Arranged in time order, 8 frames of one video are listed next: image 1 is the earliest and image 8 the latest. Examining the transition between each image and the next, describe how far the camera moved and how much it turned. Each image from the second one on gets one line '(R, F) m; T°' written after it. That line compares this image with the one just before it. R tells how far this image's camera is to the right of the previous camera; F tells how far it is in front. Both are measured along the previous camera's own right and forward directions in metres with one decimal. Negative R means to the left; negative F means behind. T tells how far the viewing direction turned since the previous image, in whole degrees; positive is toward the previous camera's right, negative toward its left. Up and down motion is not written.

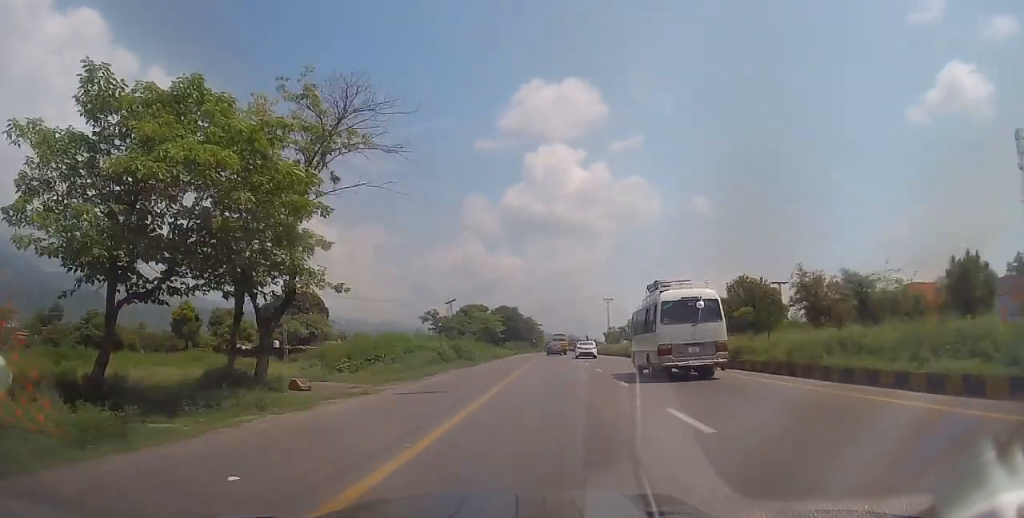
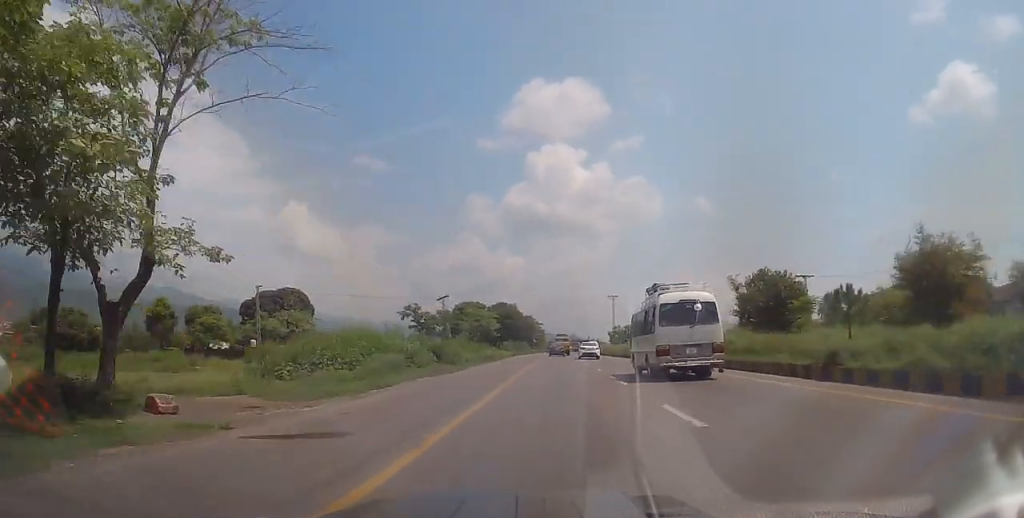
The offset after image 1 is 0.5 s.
(0.0, +8.3) m; 0°
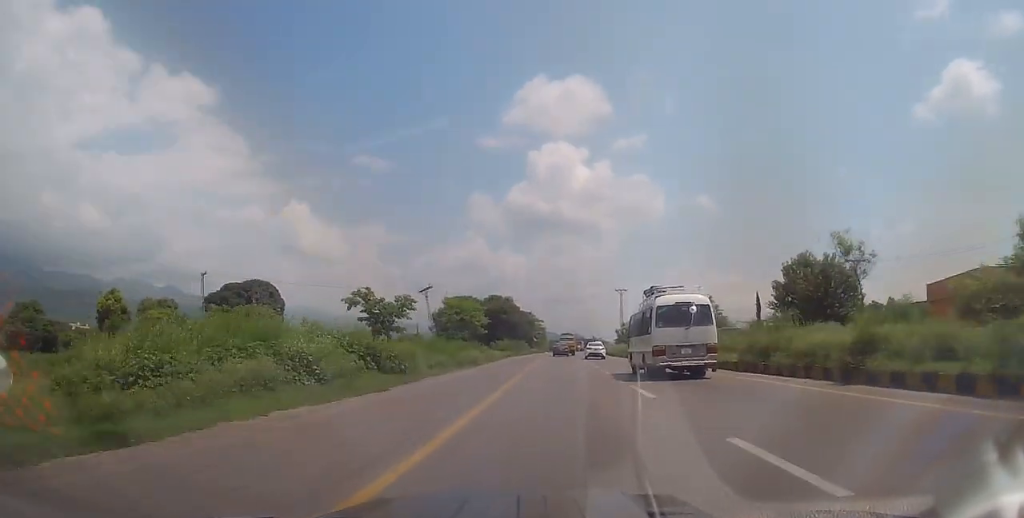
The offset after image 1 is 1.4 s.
(0.0, +13.2) m; 0°
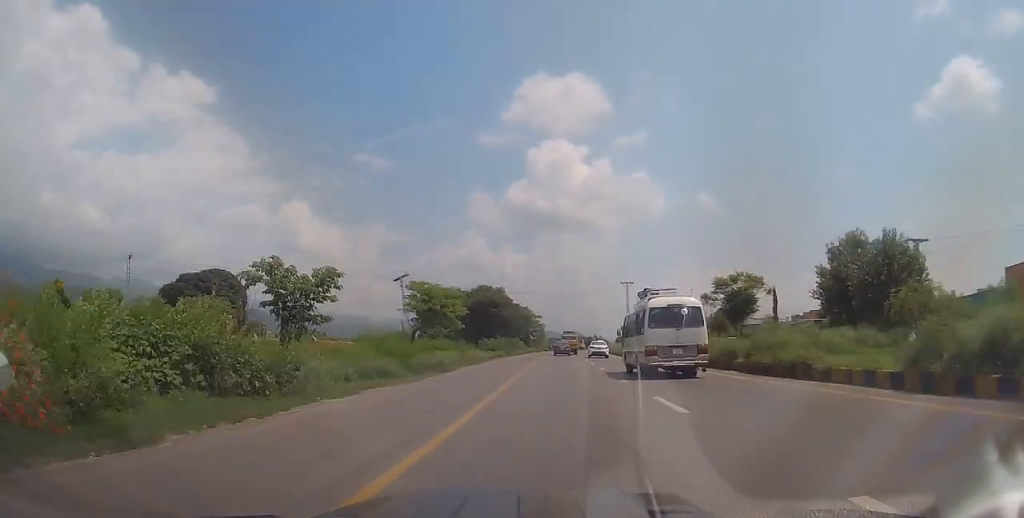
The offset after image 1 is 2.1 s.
(0.0, +12.1) m; 0°
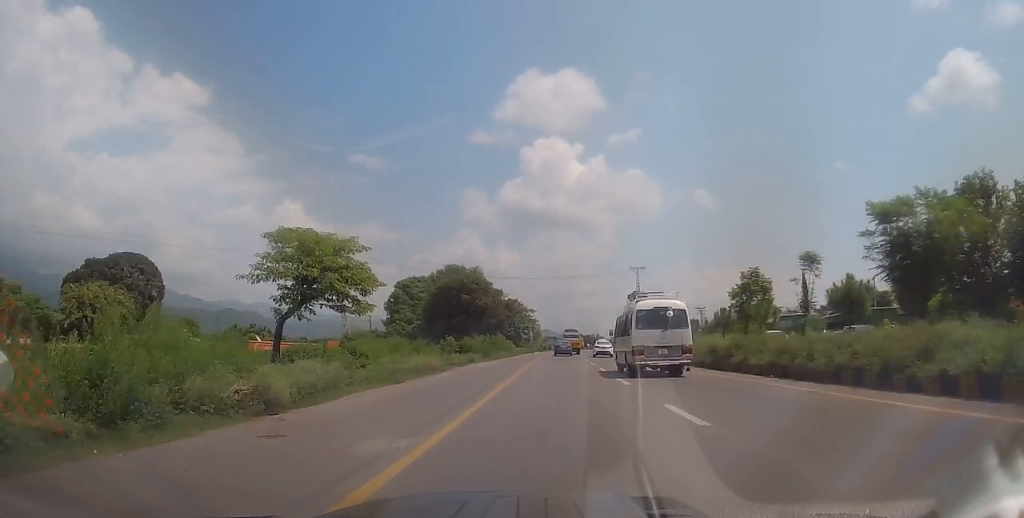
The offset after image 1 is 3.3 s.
(0.0, +19.0) m; +1°
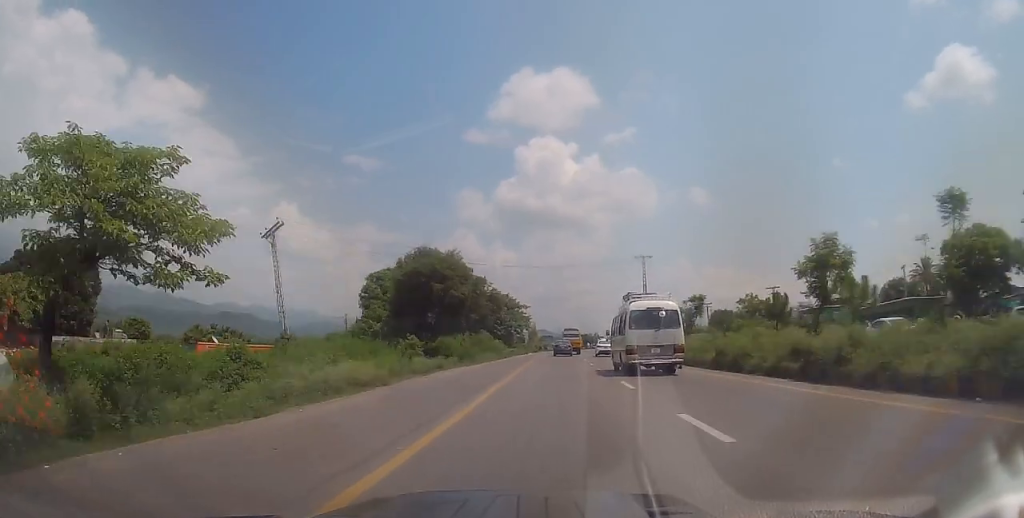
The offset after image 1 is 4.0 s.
(0.0, +10.6) m; +1°
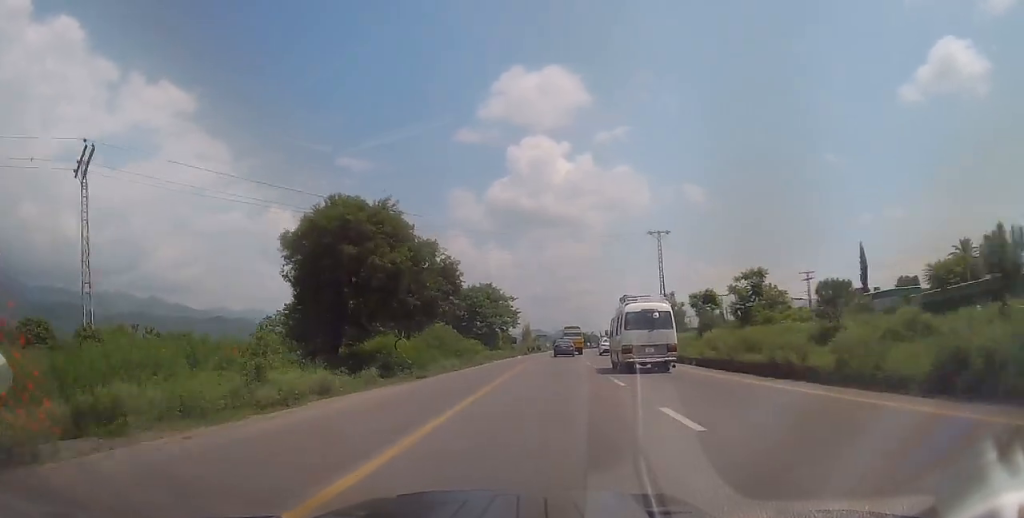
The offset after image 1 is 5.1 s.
(+0.2, +16.8) m; 0°
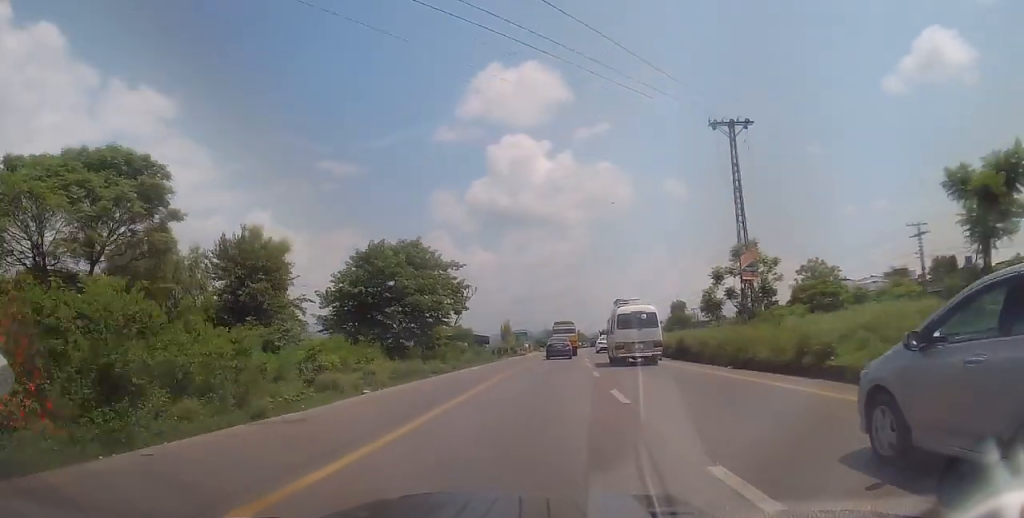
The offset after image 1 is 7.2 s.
(+0.5, +32.1) m; +2°
